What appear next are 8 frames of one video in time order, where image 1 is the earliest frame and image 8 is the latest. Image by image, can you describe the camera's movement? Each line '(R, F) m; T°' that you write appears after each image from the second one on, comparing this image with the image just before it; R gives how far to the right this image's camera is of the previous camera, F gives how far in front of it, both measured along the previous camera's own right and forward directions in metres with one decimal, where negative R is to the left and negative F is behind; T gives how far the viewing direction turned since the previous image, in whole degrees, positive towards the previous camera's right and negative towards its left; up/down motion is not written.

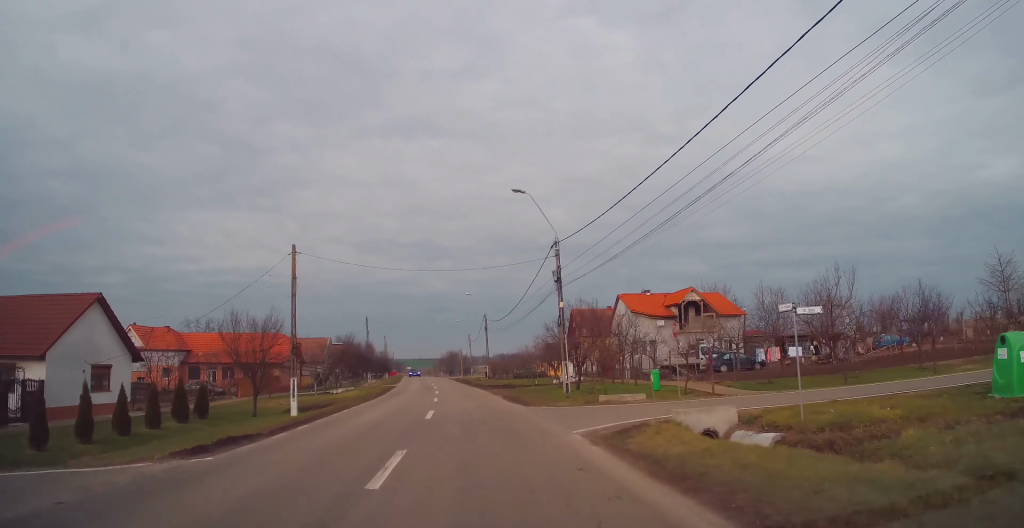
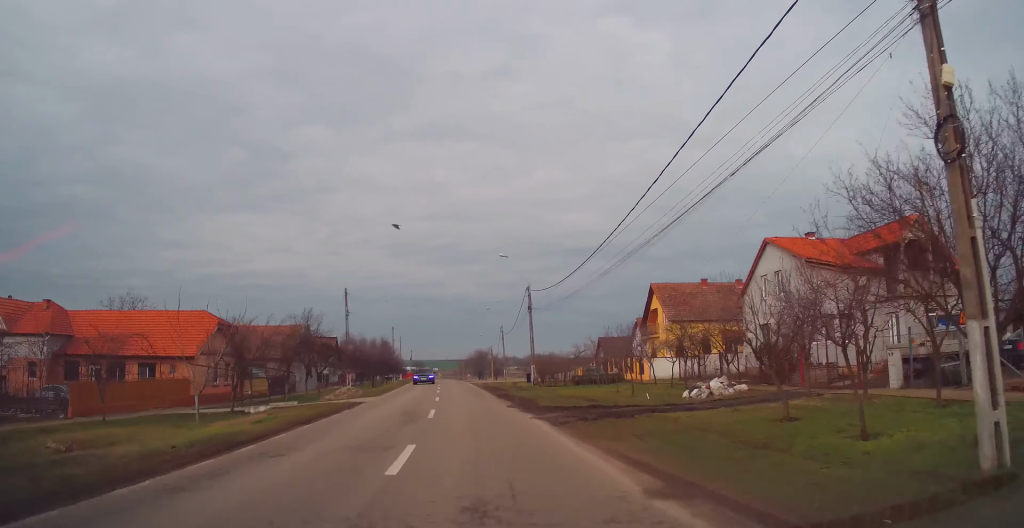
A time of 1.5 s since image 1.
(0.0, +26.3) m; -1°
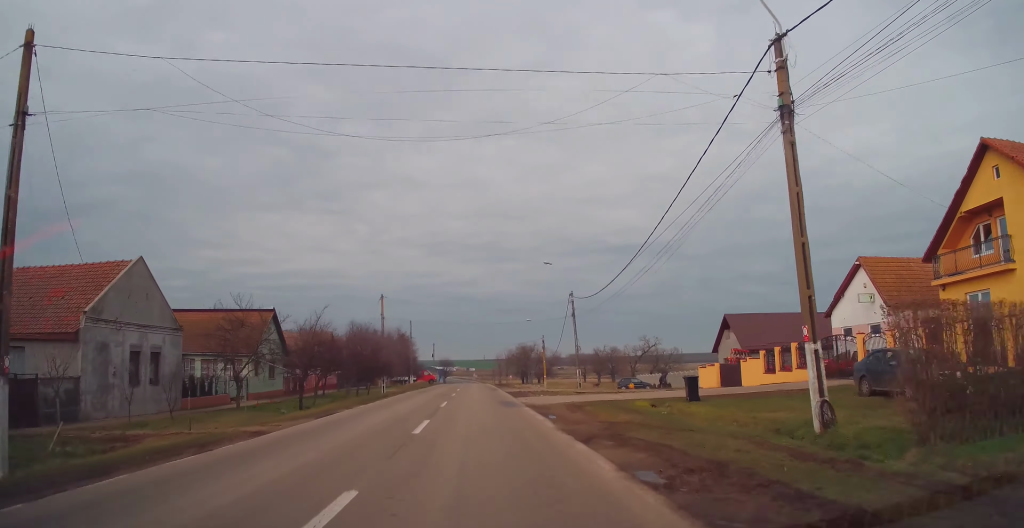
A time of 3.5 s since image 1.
(-1.7, +38.3) m; -4°
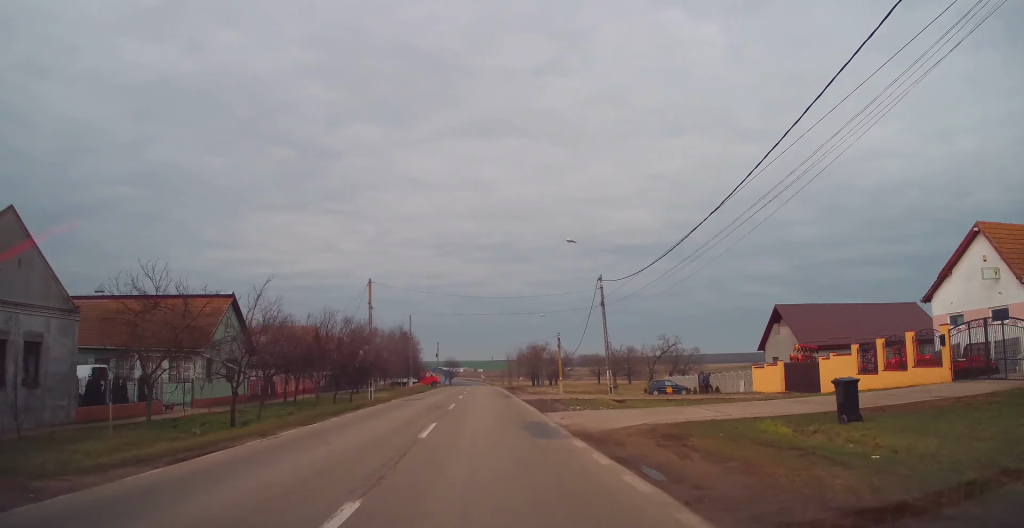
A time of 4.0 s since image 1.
(+0.1, +9.4) m; 0°
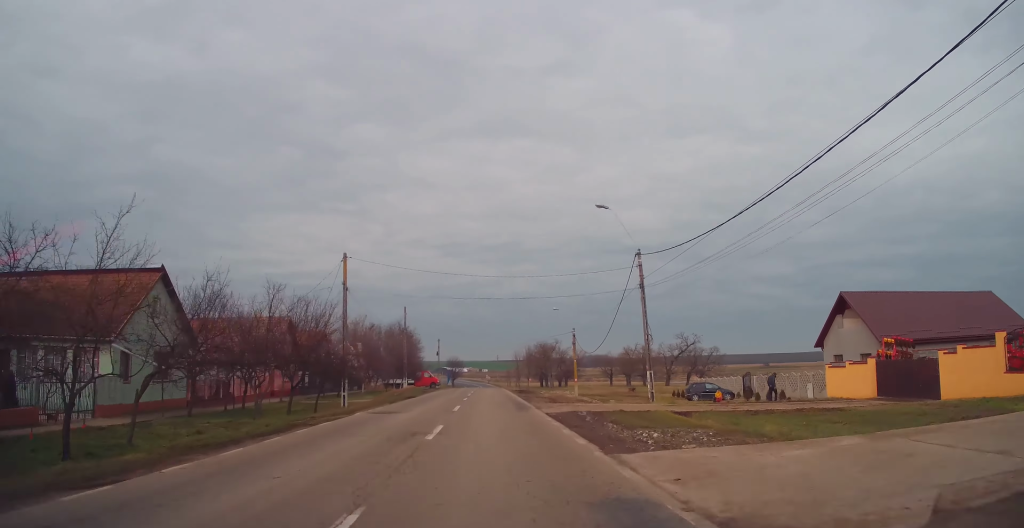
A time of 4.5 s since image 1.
(-0.1, +9.5) m; 0°
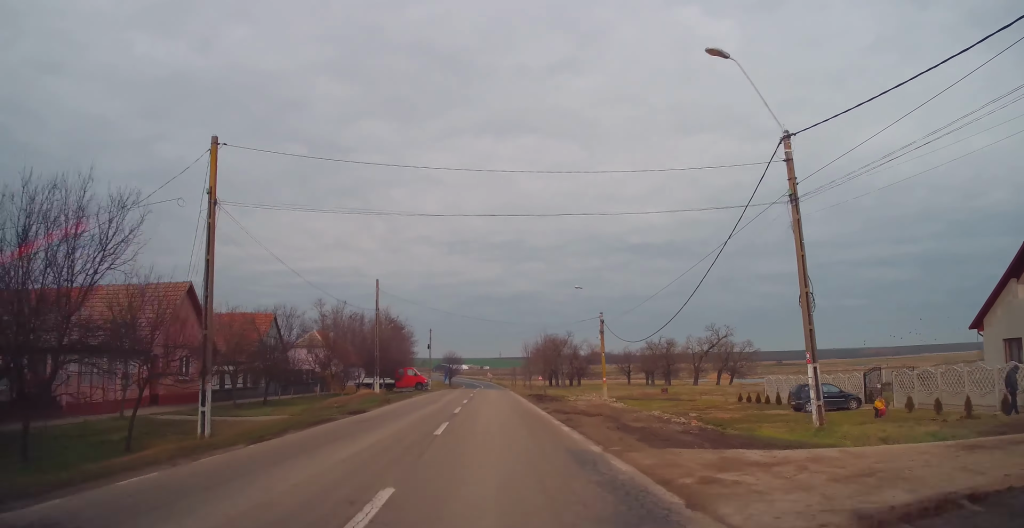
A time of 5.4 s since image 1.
(-0.1, +17.2) m; -1°
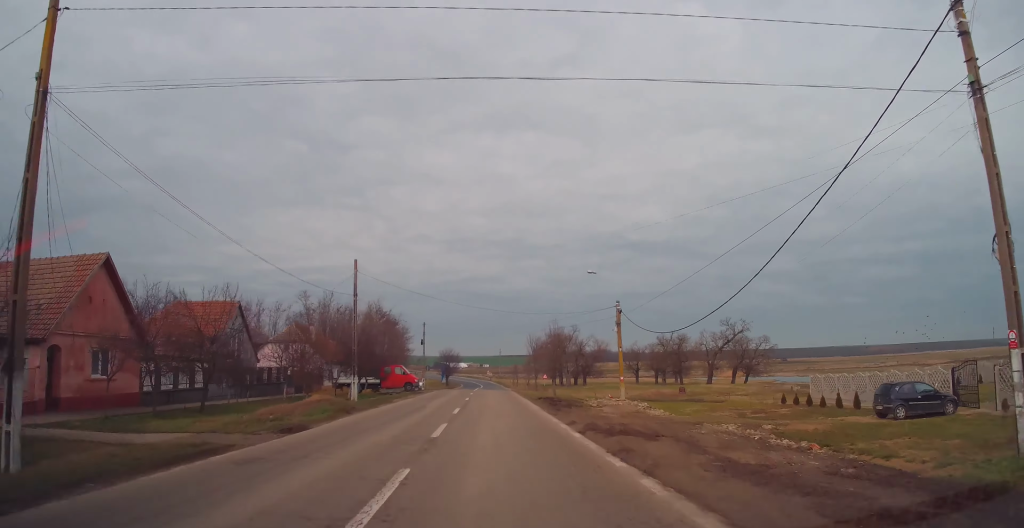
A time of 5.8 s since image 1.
(0.0, +7.7) m; 0°
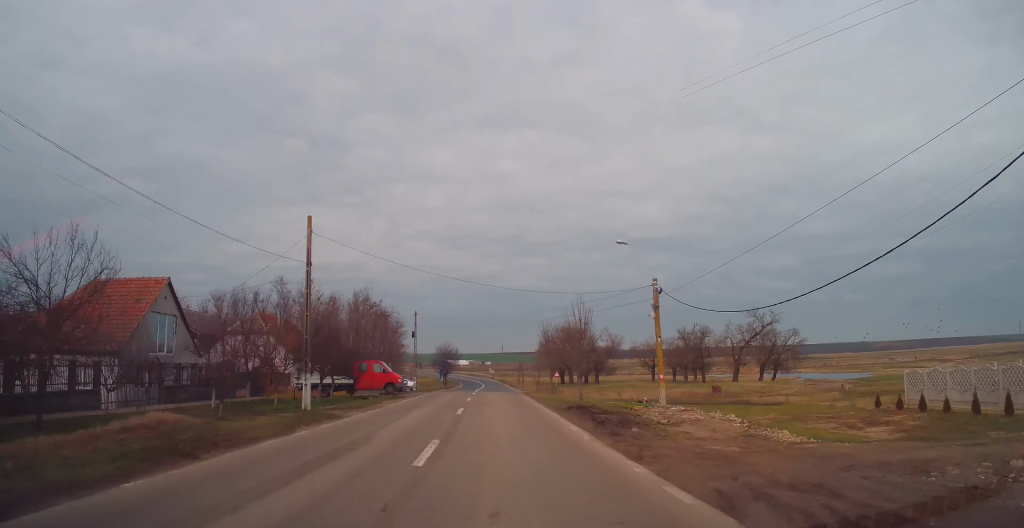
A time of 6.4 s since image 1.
(0.0, +10.9) m; 0°
